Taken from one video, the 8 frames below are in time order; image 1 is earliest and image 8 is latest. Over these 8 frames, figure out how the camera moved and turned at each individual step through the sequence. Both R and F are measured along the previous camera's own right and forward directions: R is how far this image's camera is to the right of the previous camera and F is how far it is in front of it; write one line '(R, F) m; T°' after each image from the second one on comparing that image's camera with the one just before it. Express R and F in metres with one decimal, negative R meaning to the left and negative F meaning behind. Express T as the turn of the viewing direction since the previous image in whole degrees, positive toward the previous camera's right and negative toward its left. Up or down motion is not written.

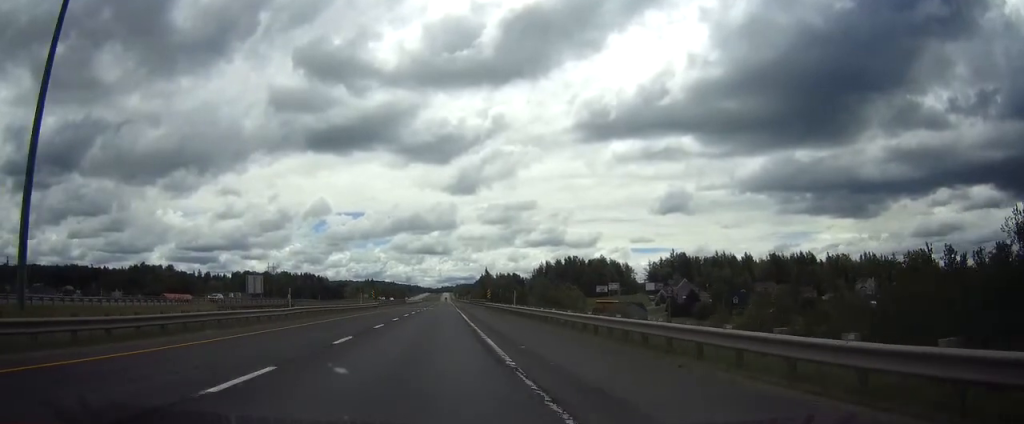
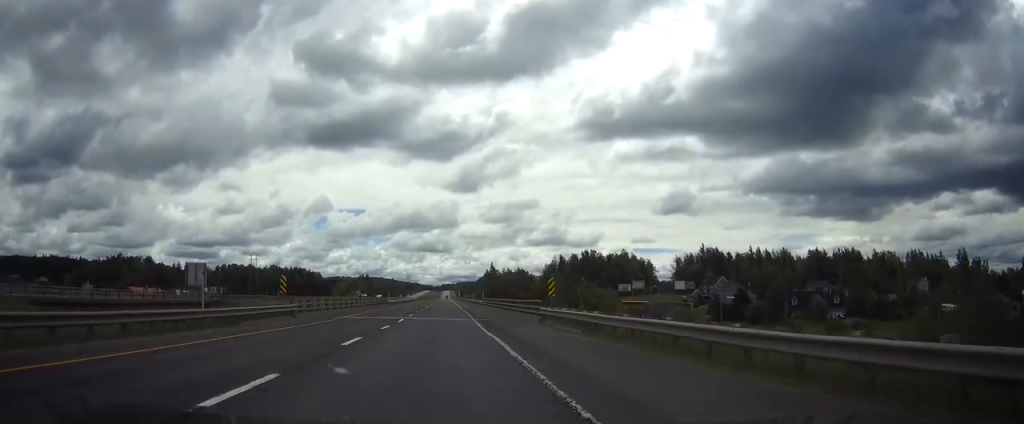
(-0.2, +45.1) m; 0°
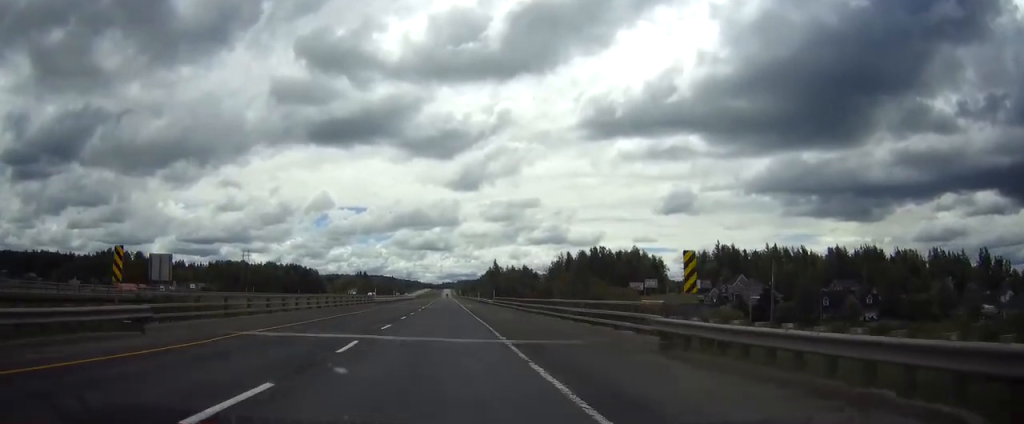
(0.0, +18.8) m; 0°
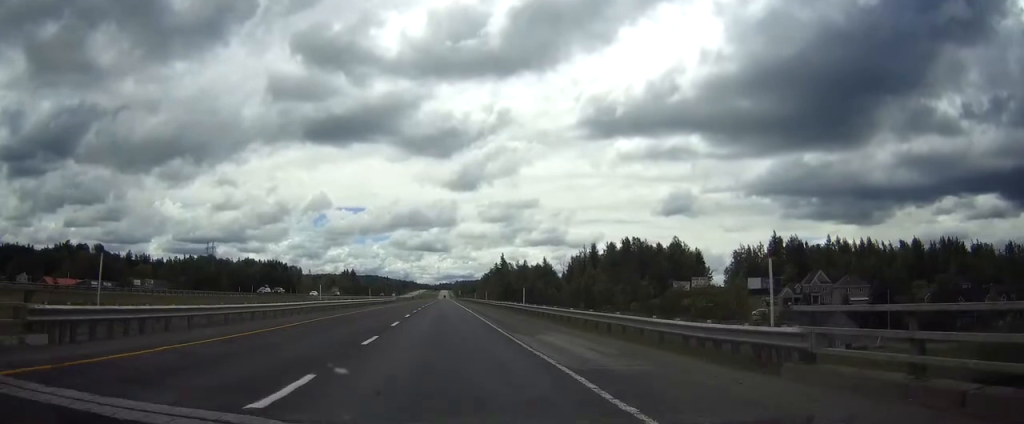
(+0.2, +61.5) m; +1°
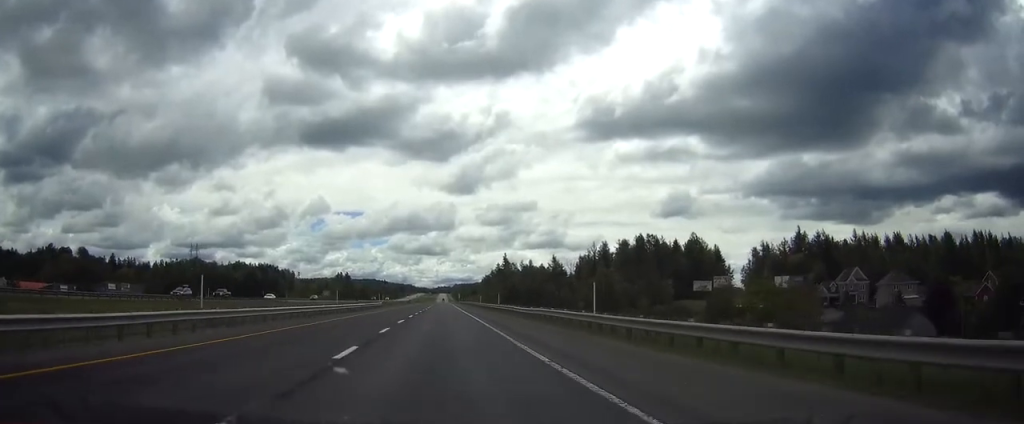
(0.0, +21.8) m; 0°
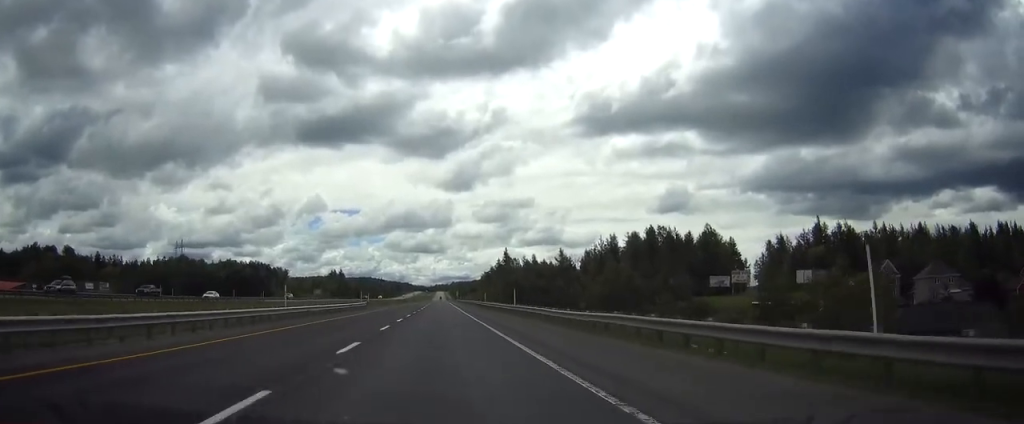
(0.0, +16.5) m; 0°
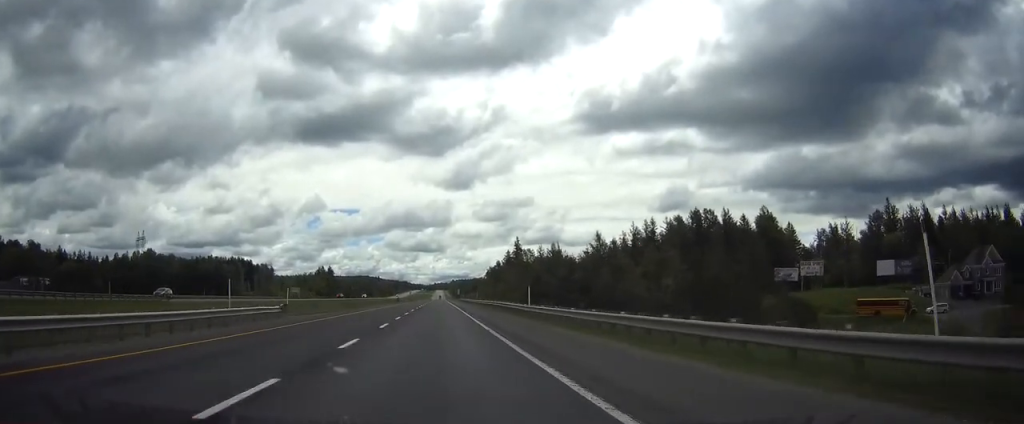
(-0.1, +43.3) m; 0°
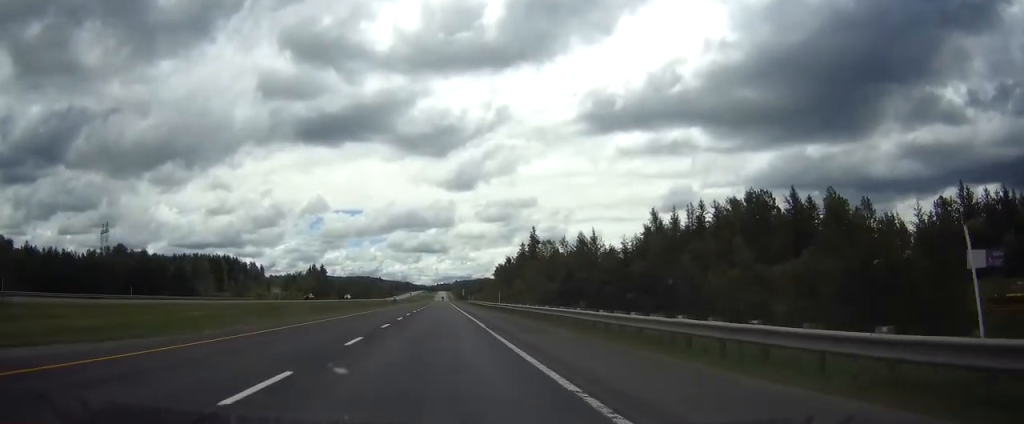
(+0.1, +35.0) m; 0°
